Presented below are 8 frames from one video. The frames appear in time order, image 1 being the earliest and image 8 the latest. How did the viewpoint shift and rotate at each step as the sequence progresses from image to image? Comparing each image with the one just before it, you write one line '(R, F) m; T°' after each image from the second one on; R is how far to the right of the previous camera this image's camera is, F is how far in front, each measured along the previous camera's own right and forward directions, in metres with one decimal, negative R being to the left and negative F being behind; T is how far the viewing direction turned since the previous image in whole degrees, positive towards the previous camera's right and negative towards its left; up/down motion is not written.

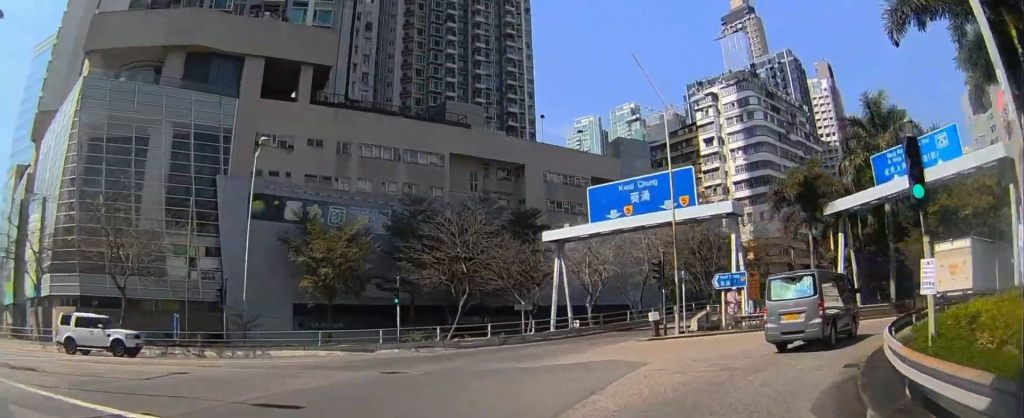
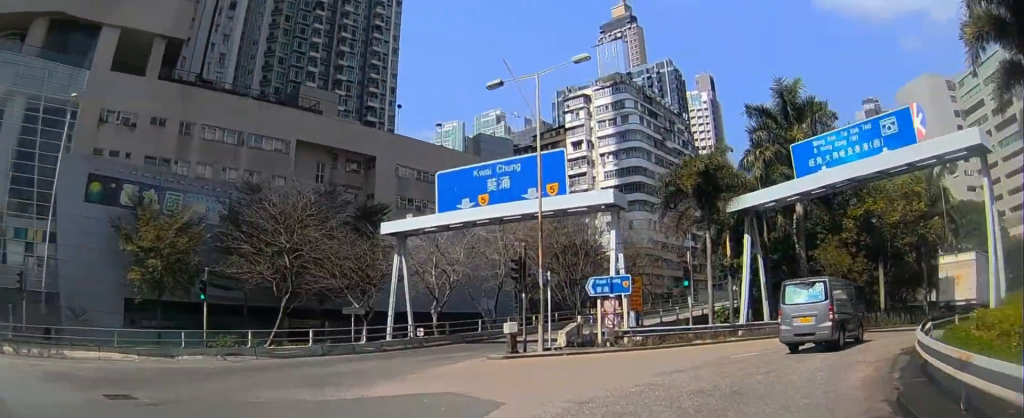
(+0.5, +5.4) m; +16°
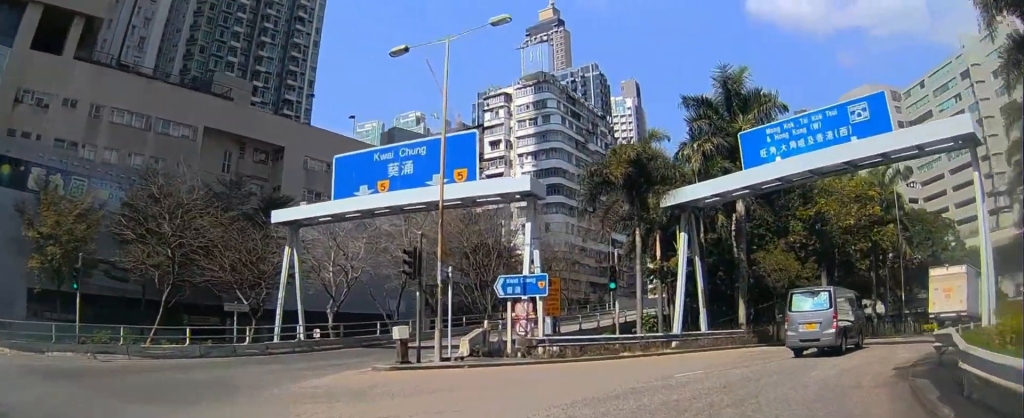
(+0.3, +3.0) m; +11°
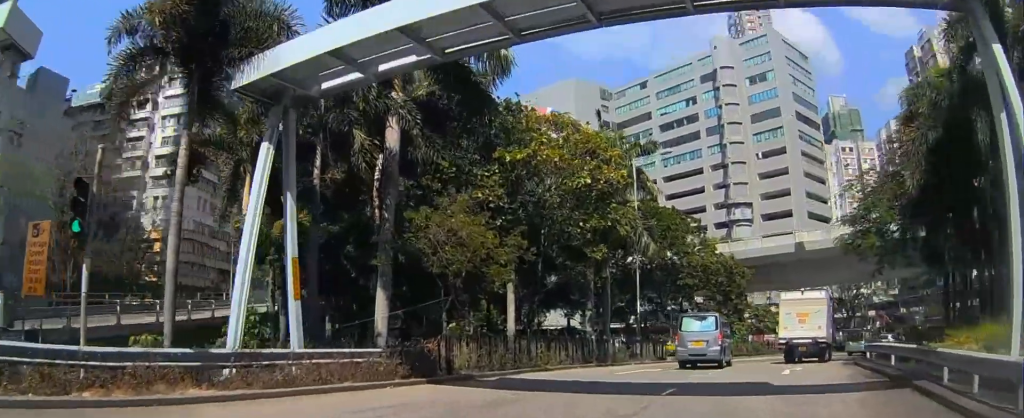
(+3.9, +10.4) m; +34°
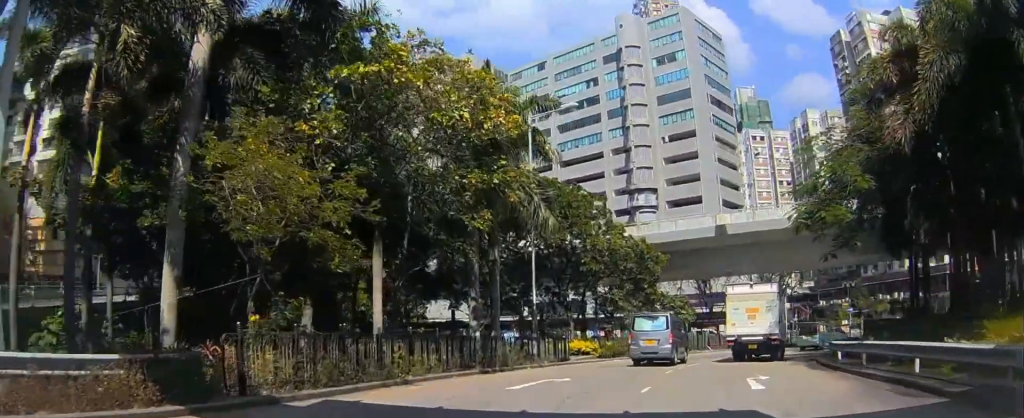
(+0.5, +5.4) m; +5°
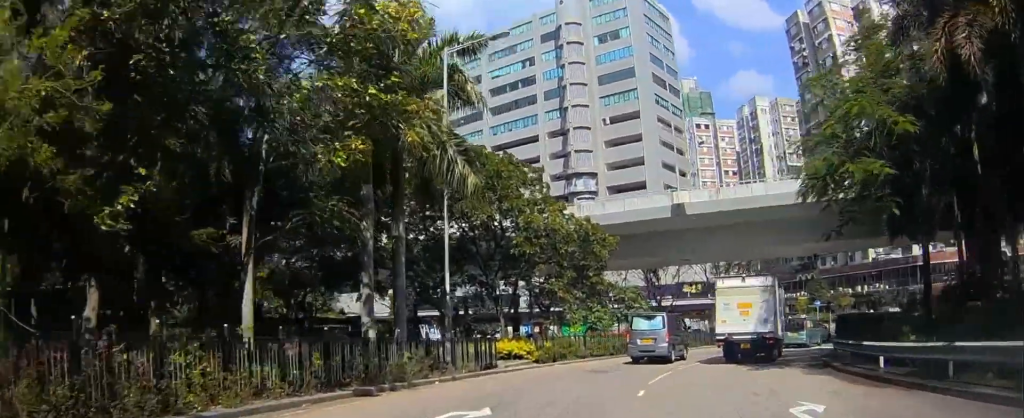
(+0.1, +6.2) m; +5°
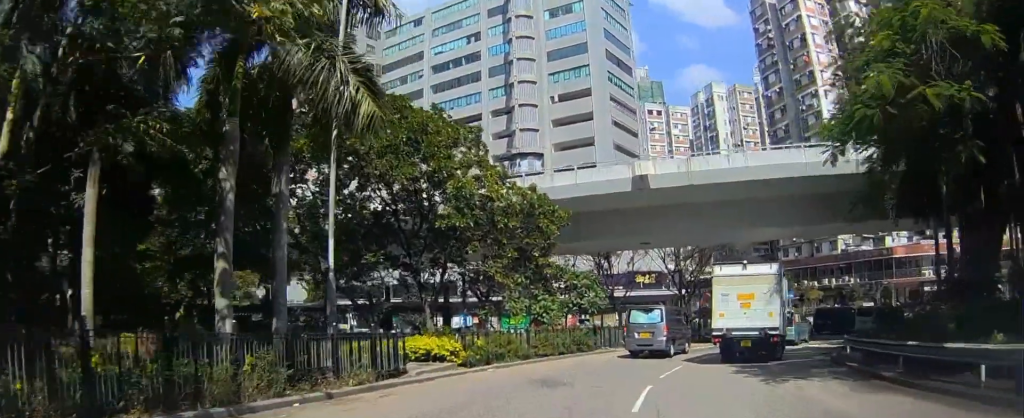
(+0.3, +5.4) m; +4°
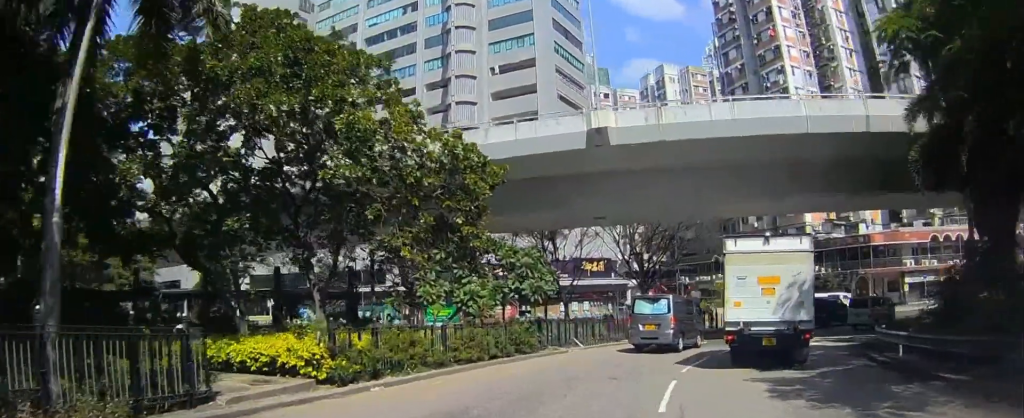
(+0.3, +6.3) m; +6°
